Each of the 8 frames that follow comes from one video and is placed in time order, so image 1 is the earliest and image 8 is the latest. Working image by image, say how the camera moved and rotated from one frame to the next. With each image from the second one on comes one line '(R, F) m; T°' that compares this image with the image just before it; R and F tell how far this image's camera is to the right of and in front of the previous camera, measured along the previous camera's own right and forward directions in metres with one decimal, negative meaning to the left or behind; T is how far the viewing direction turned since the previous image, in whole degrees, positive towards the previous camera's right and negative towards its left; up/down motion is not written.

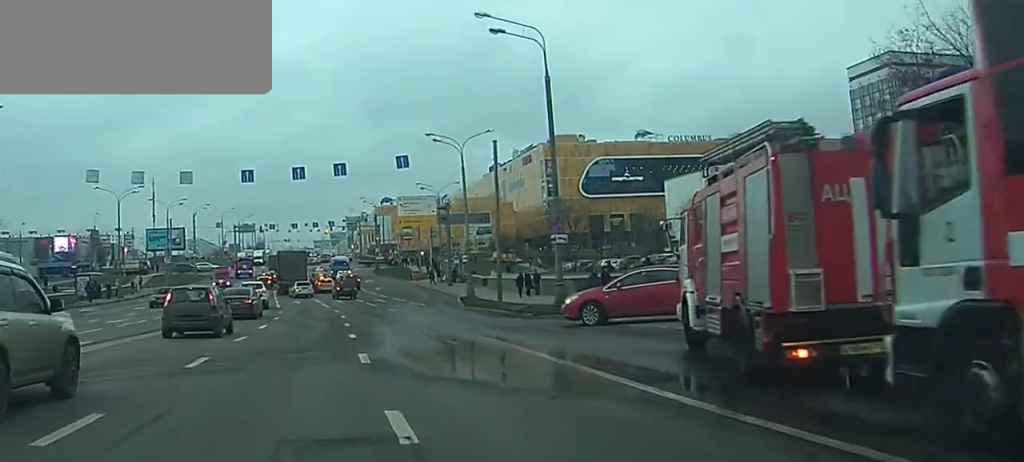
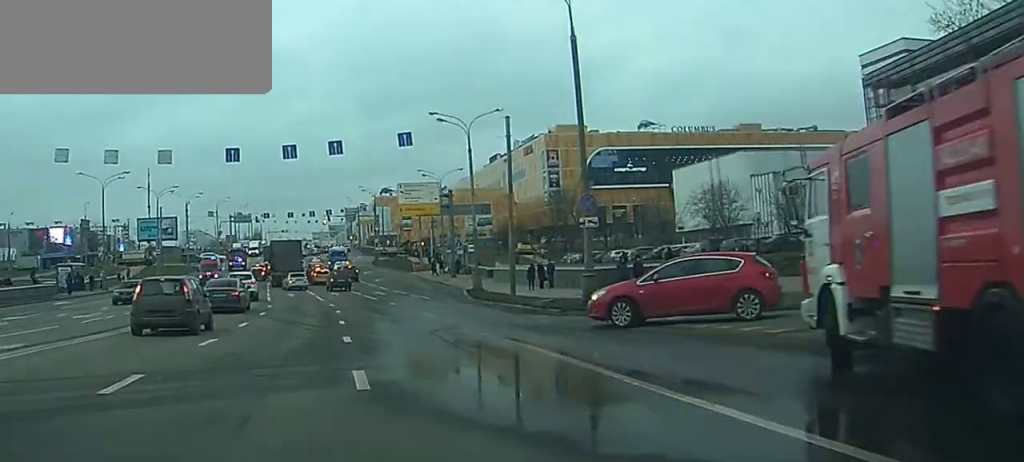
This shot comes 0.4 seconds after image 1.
(0.0, +3.6) m; 0°
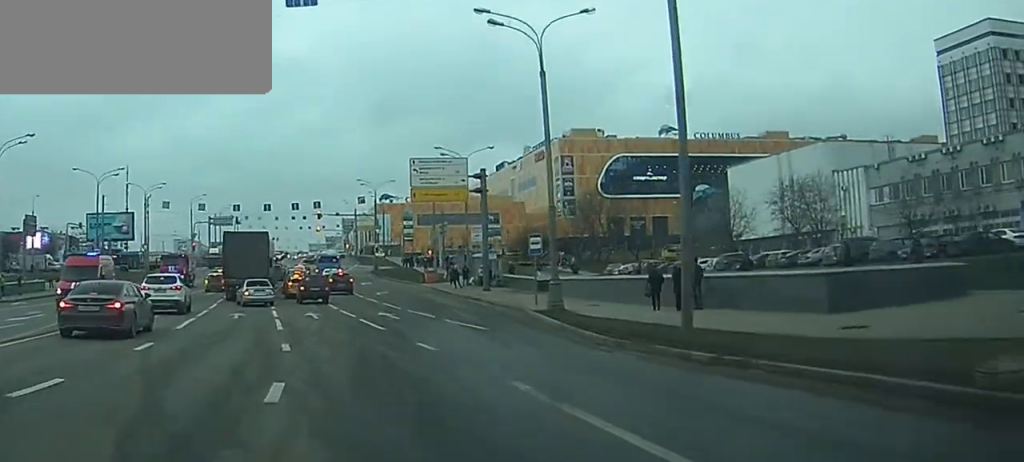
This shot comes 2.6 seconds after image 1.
(-0.1, +21.0) m; 0°
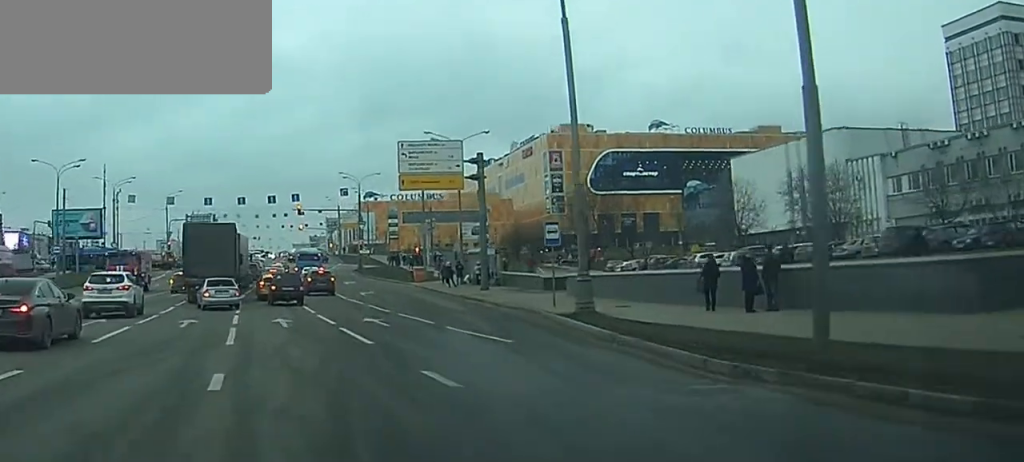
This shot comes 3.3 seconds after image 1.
(0.0, +7.3) m; 0°
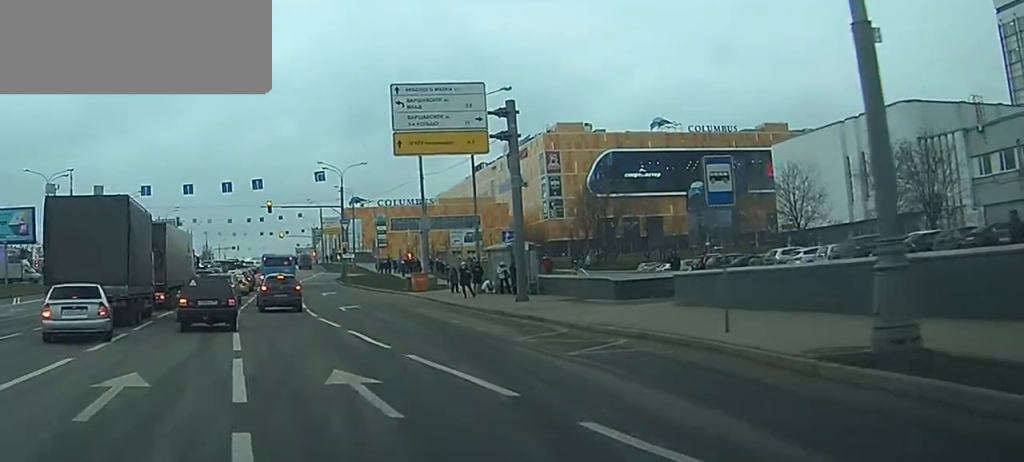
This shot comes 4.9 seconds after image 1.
(+0.2, +17.5) m; +2°
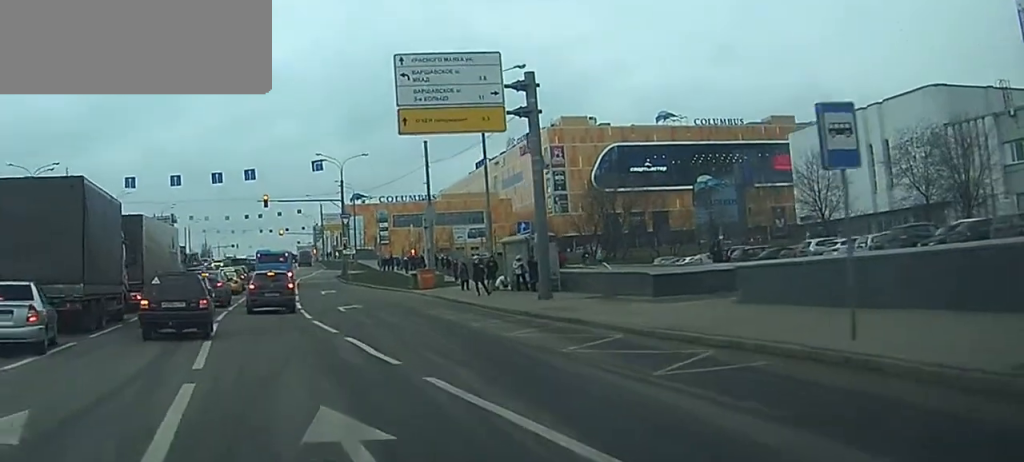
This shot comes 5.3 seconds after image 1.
(0.0, +4.3) m; 0°
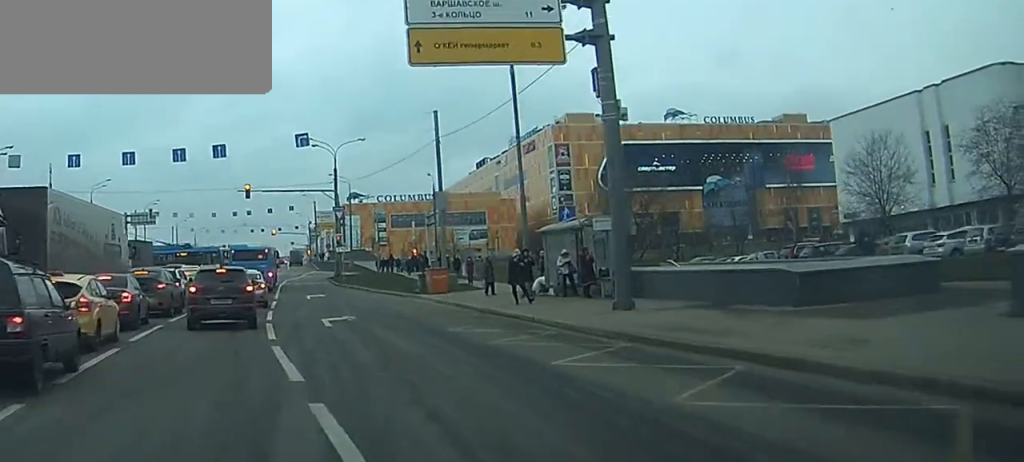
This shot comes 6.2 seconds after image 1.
(+0.1, +11.2) m; 0°
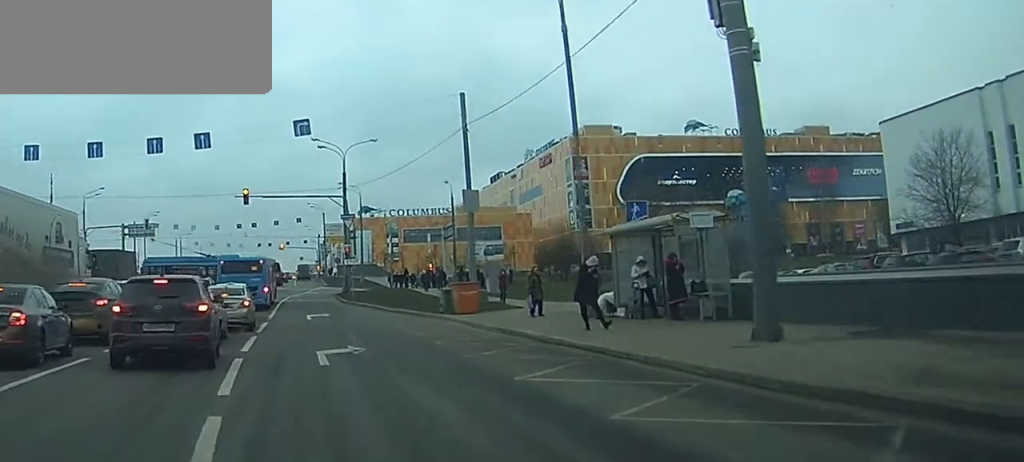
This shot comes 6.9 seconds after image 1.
(0.0, +8.9) m; -1°
